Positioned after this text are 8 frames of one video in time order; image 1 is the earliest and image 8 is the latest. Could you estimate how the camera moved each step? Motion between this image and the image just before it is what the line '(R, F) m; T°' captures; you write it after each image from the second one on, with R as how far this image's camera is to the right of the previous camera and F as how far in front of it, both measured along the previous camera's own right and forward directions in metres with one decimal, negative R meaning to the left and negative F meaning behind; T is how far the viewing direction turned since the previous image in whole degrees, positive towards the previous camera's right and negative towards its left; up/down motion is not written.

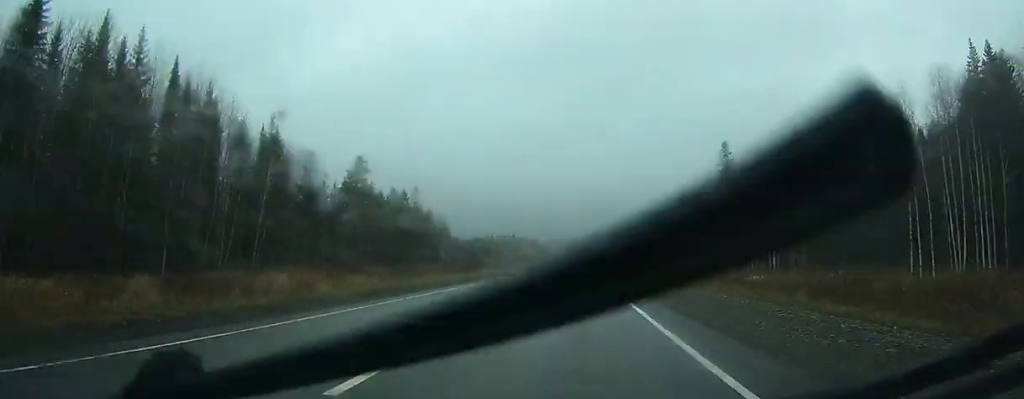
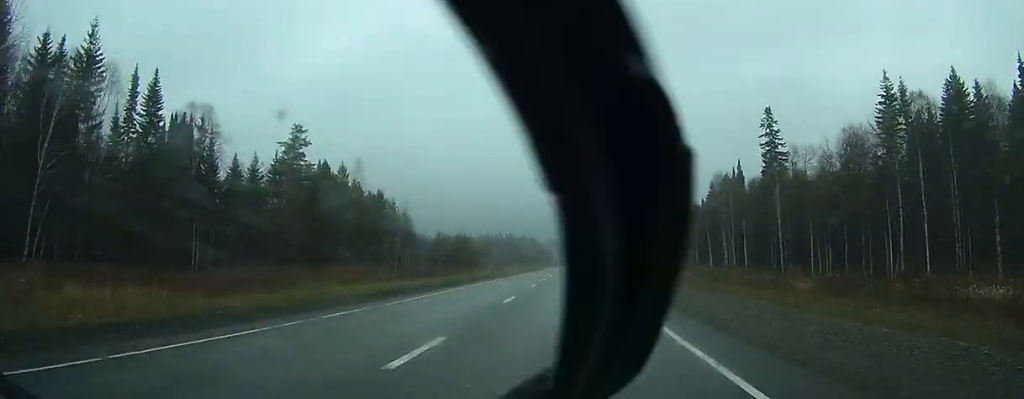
(-0.3, +34.3) m; 0°
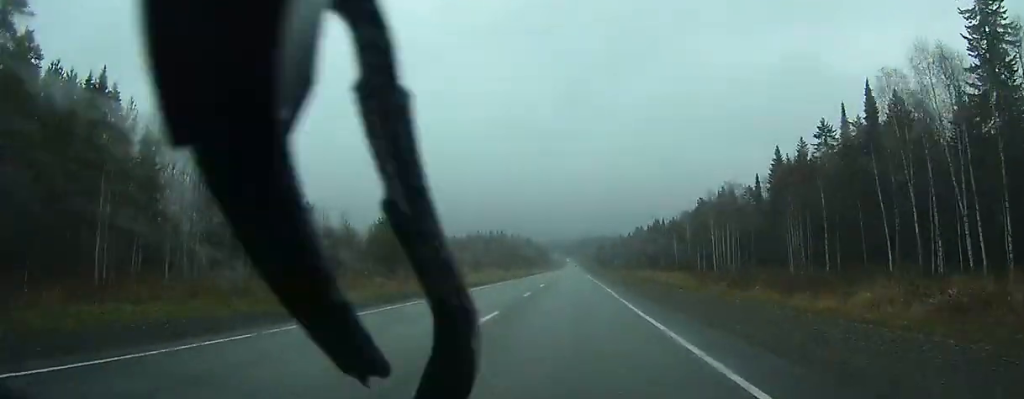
(+0.2, +65.4) m; 0°
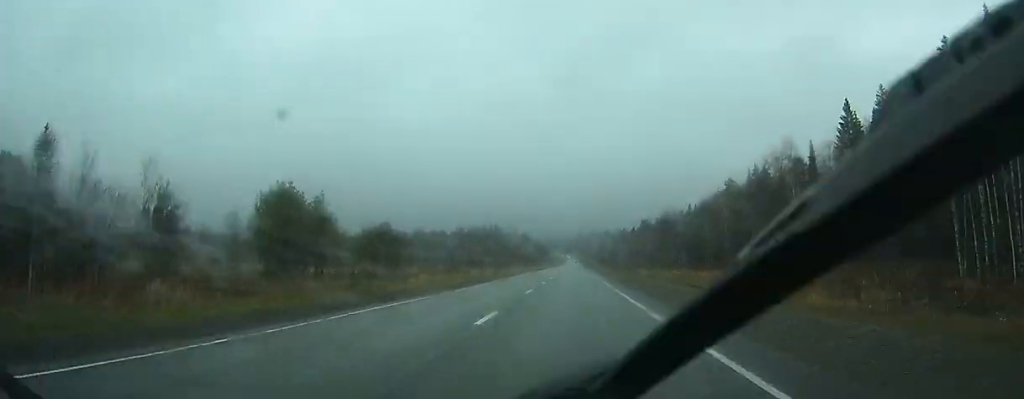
(+0.1, +36.9) m; 0°
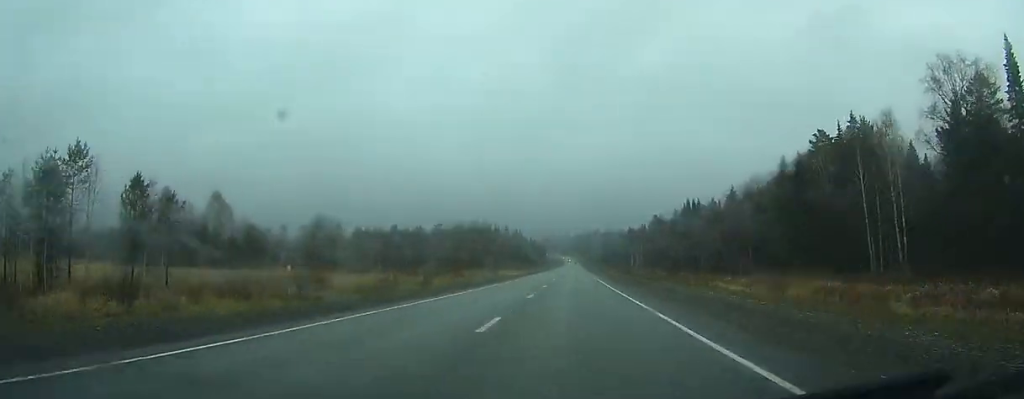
(0.0, +60.5) m; 0°
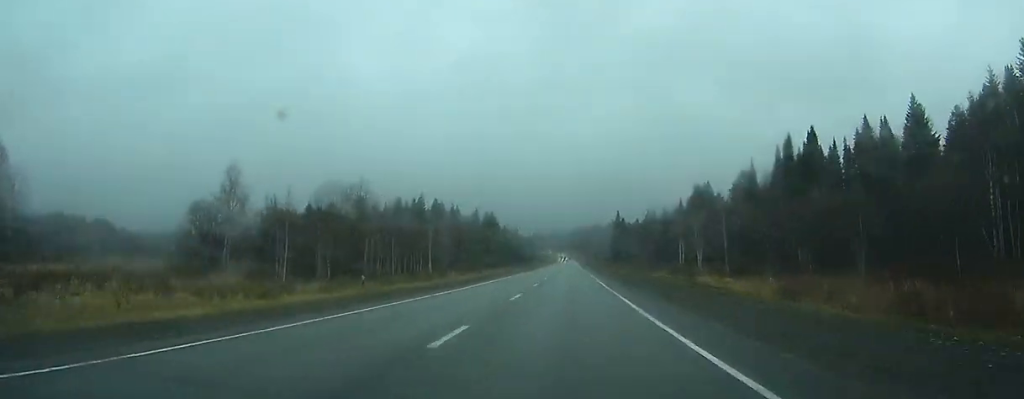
(-0.1, +122.8) m; 0°
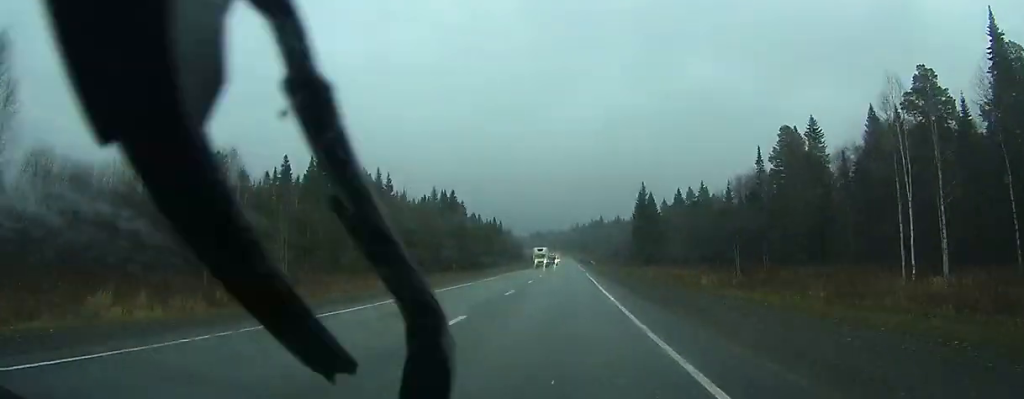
(-0.1, +94.6) m; 0°
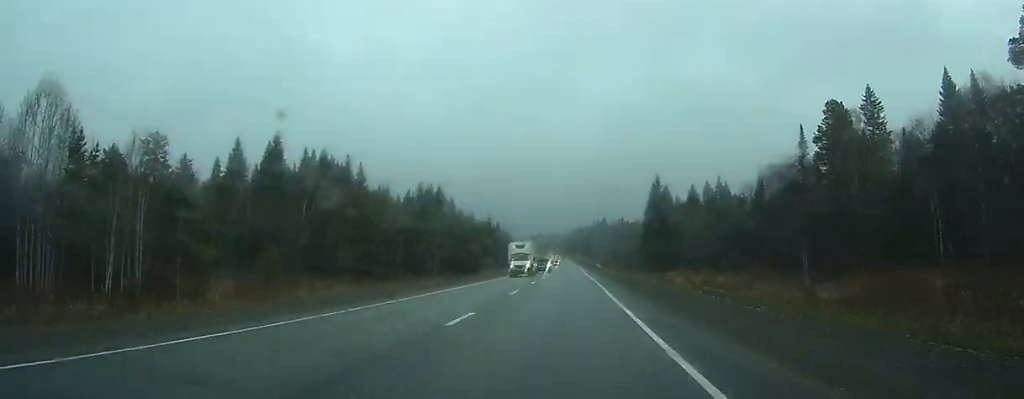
(-0.1, +23.1) m; 0°
